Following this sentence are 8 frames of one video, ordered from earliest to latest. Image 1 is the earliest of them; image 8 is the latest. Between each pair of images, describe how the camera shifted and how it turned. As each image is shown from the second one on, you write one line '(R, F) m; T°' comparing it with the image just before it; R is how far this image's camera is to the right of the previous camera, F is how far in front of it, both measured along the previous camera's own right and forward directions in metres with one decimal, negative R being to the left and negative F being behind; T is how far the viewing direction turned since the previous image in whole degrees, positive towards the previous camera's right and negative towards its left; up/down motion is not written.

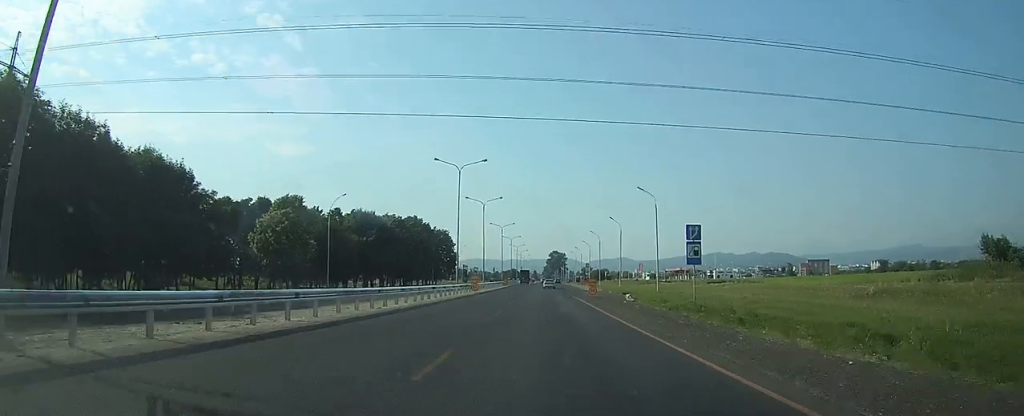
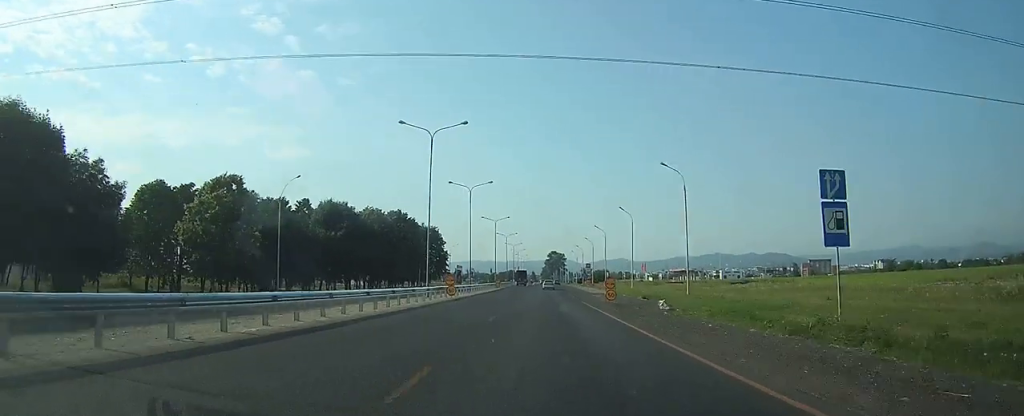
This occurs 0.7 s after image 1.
(0.0, +13.4) m; 0°
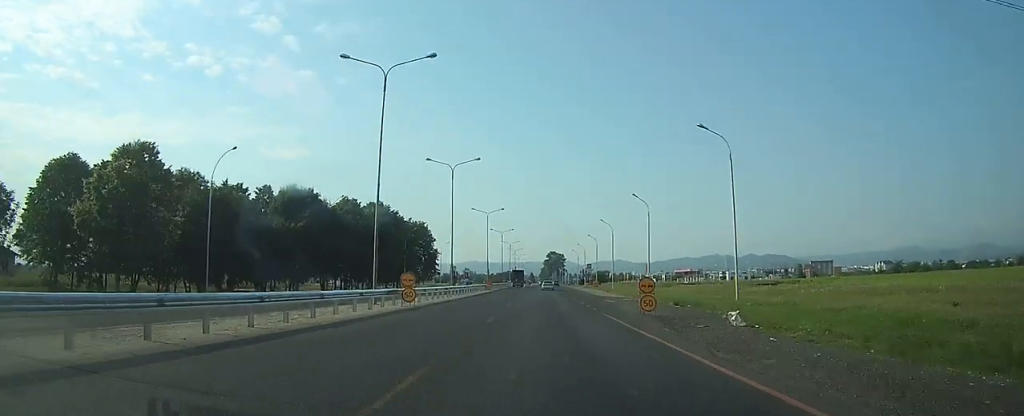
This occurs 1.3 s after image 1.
(0.0, +12.6) m; 0°
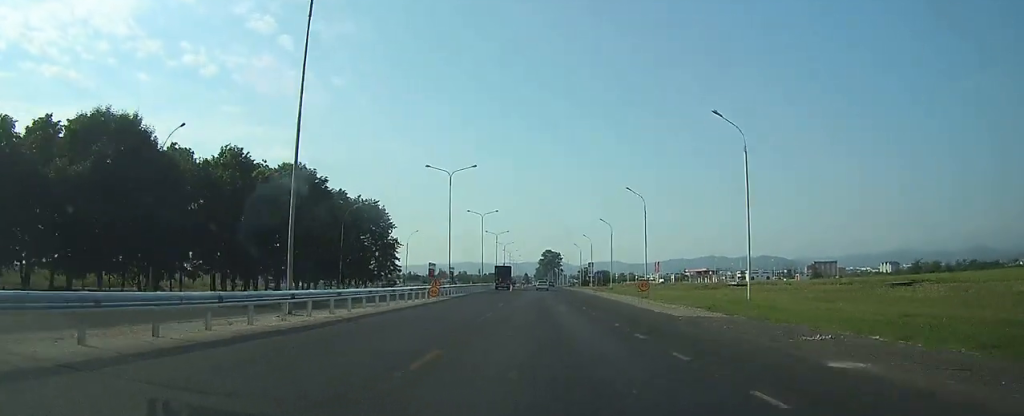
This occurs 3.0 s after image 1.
(+0.2, +33.0) m; 0°
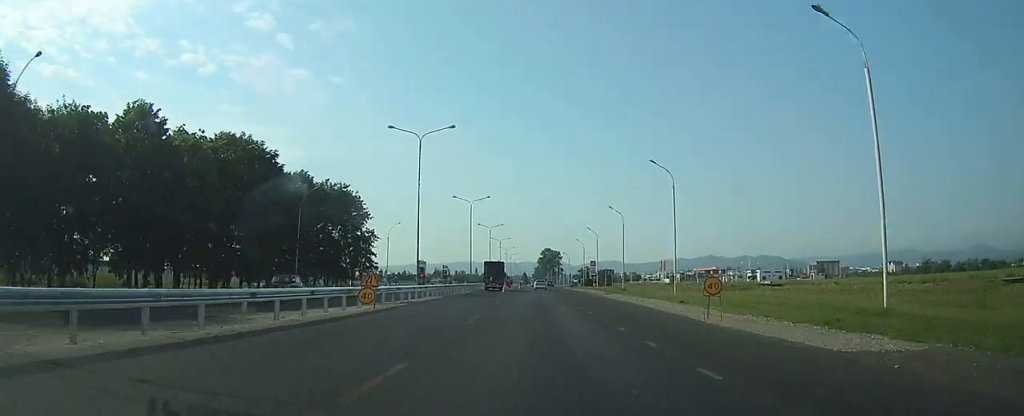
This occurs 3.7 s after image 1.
(0.0, +13.8) m; 0°
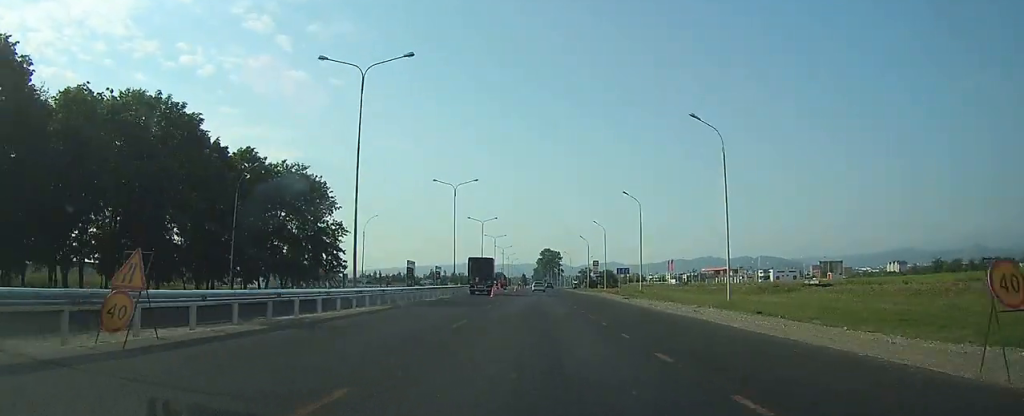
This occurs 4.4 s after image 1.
(0.0, +13.9) m; 0°
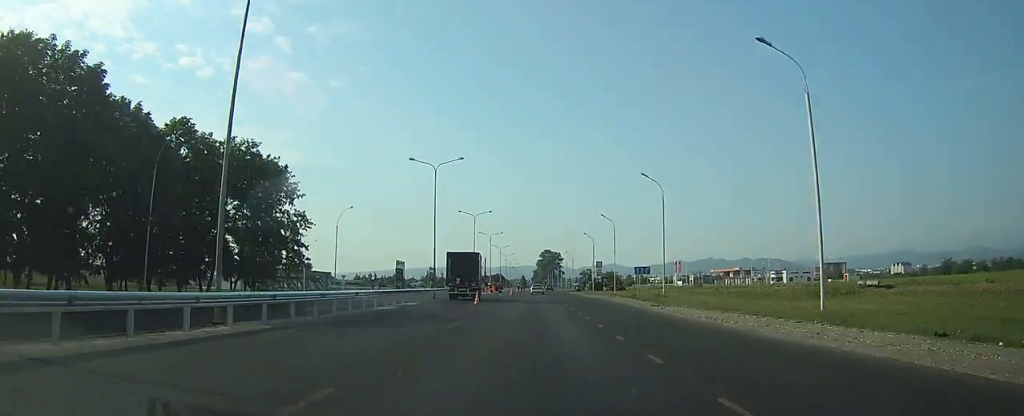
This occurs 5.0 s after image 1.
(0.0, +11.9) m; 0°
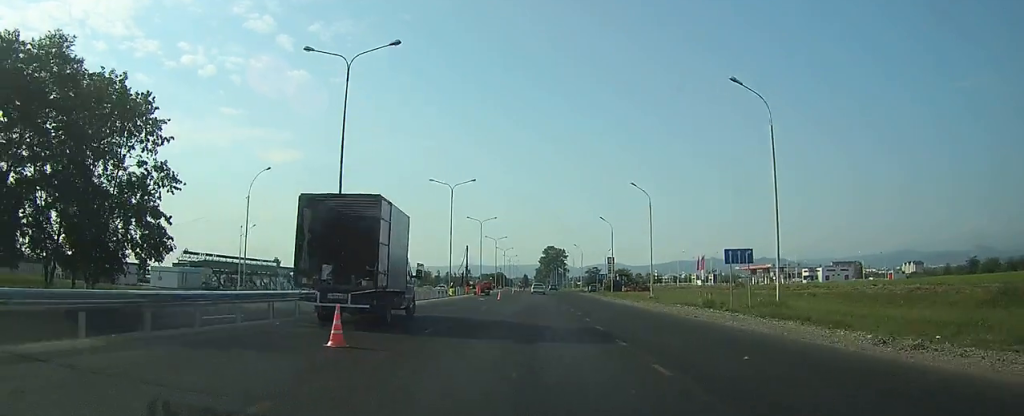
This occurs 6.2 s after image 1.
(0.0, +25.2) m; 0°
